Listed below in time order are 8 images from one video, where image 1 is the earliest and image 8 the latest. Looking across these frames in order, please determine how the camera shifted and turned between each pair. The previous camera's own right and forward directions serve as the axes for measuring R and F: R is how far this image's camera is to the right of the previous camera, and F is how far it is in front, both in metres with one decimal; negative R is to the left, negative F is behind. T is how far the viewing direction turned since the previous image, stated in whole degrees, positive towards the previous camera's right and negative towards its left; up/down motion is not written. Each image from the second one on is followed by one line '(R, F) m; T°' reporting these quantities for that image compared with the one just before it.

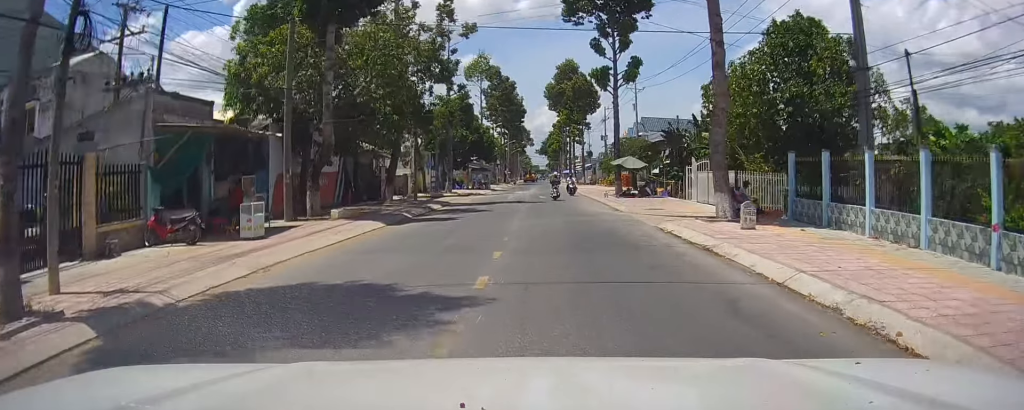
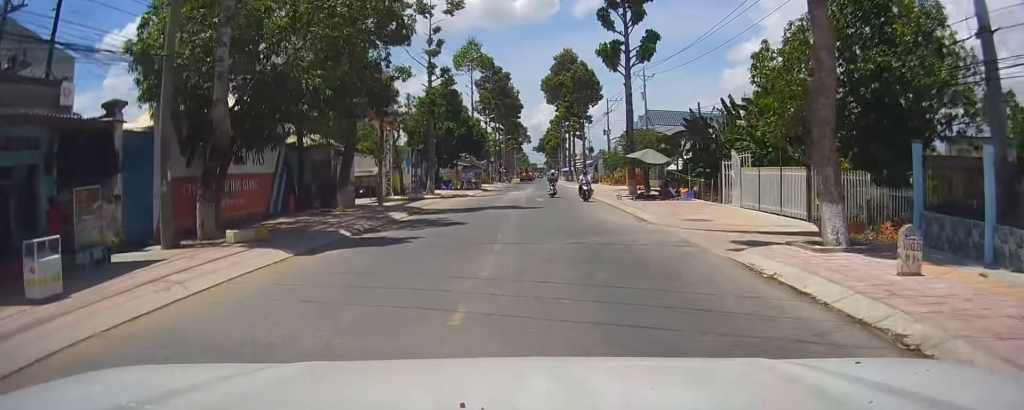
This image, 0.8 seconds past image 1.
(+0.3, +7.7) m; +2°
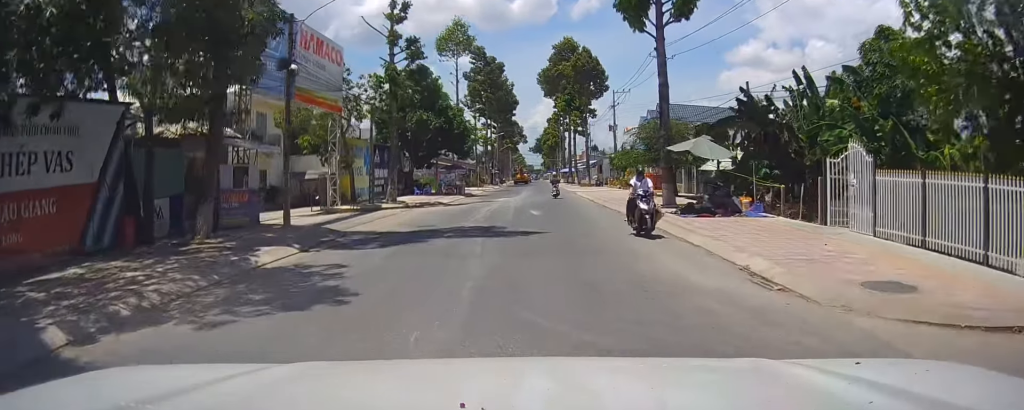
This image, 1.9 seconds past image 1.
(+0.3, +11.4) m; -2°
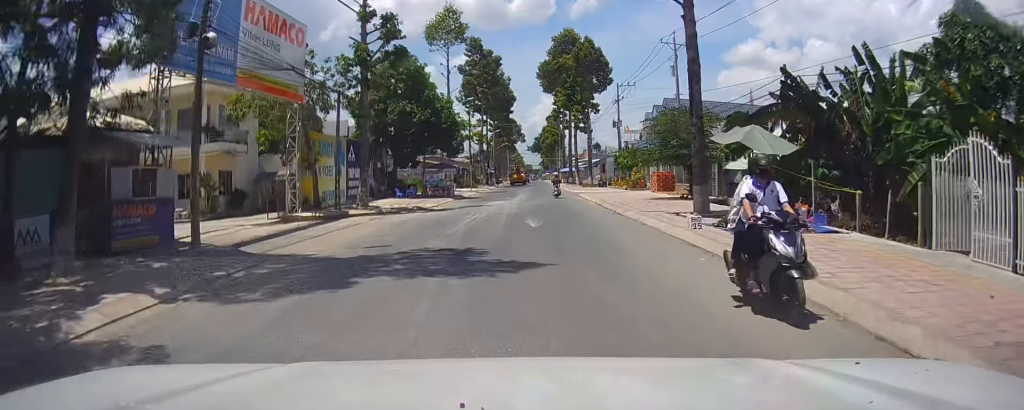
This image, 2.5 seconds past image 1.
(-0.3, +5.7) m; 0°
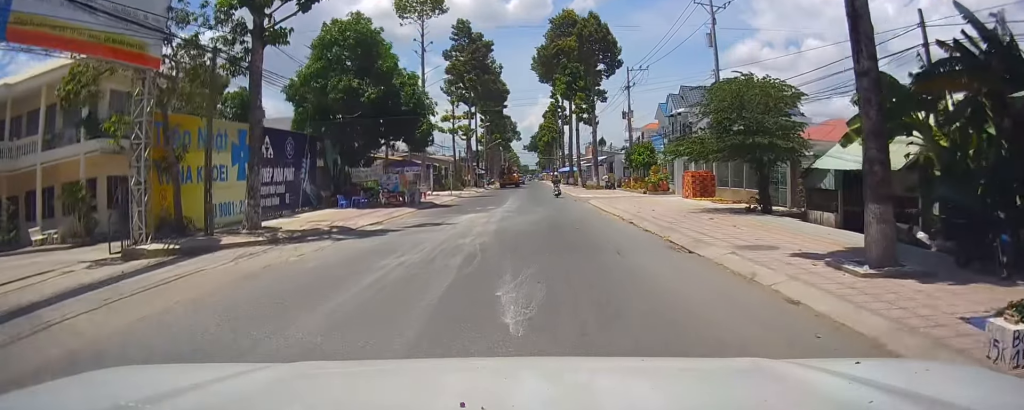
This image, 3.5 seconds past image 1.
(0.0, +10.9) m; +2°
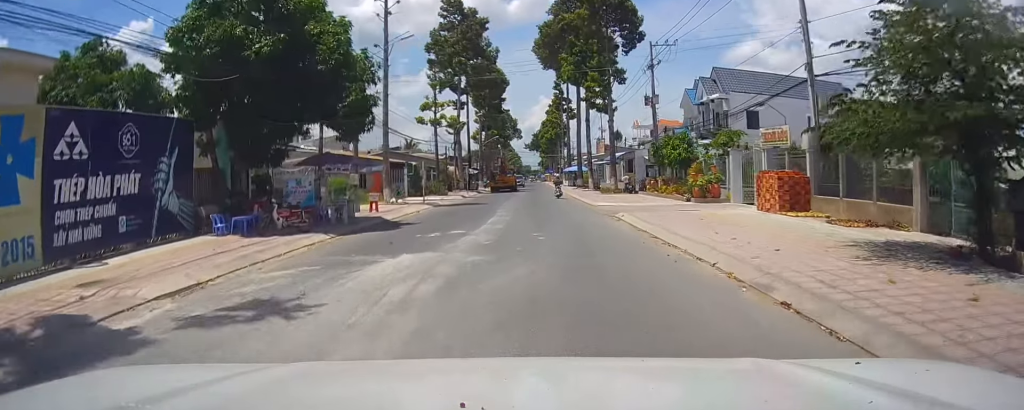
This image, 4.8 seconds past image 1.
(+0.2, +12.5) m; 0°
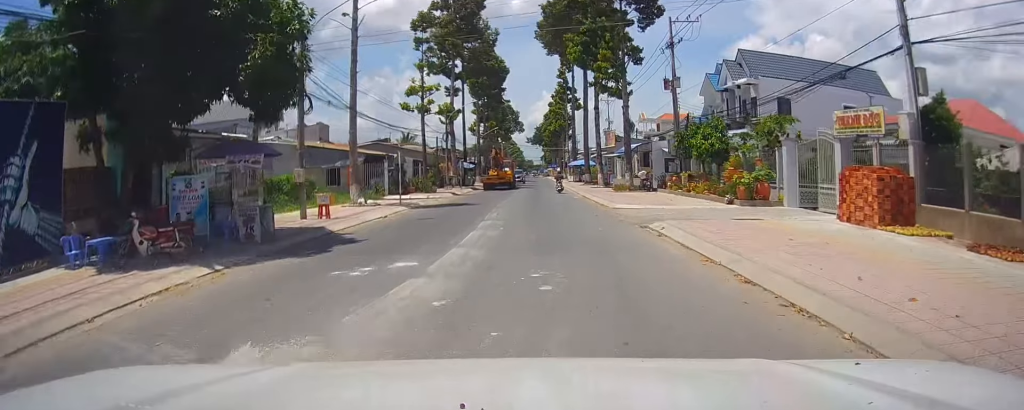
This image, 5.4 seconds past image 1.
(0.0, +7.1) m; 0°
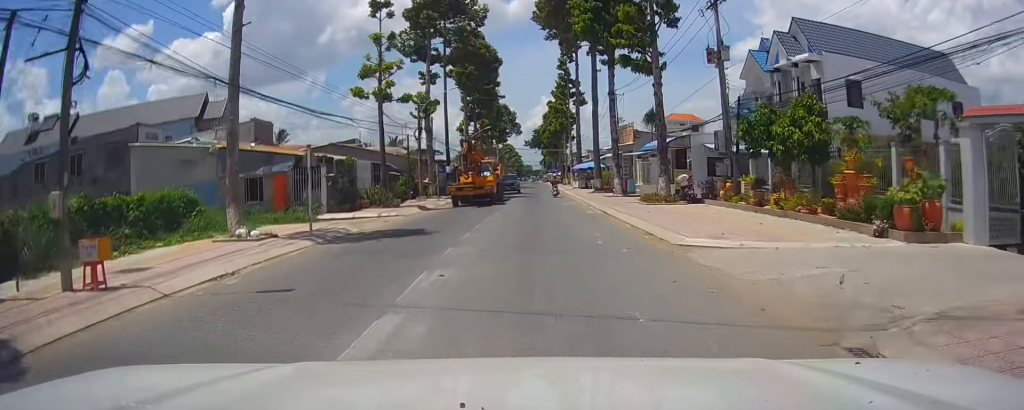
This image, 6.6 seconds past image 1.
(0.0, +12.3) m; 0°
